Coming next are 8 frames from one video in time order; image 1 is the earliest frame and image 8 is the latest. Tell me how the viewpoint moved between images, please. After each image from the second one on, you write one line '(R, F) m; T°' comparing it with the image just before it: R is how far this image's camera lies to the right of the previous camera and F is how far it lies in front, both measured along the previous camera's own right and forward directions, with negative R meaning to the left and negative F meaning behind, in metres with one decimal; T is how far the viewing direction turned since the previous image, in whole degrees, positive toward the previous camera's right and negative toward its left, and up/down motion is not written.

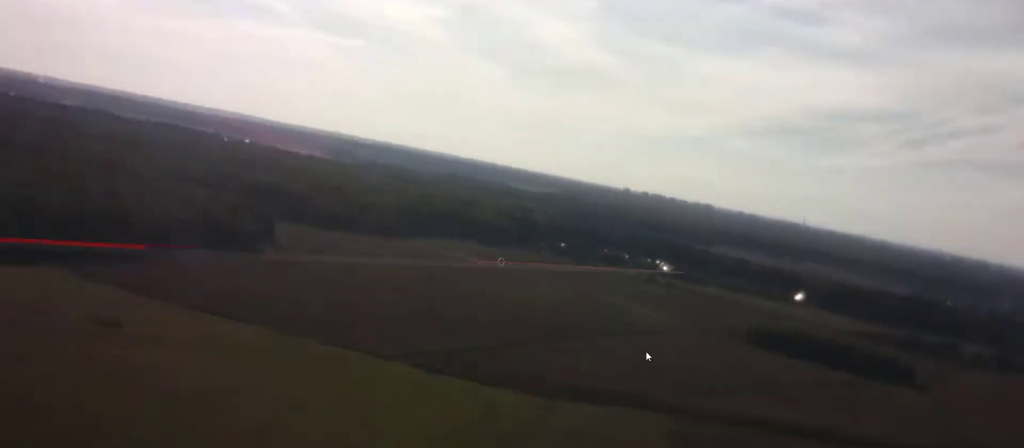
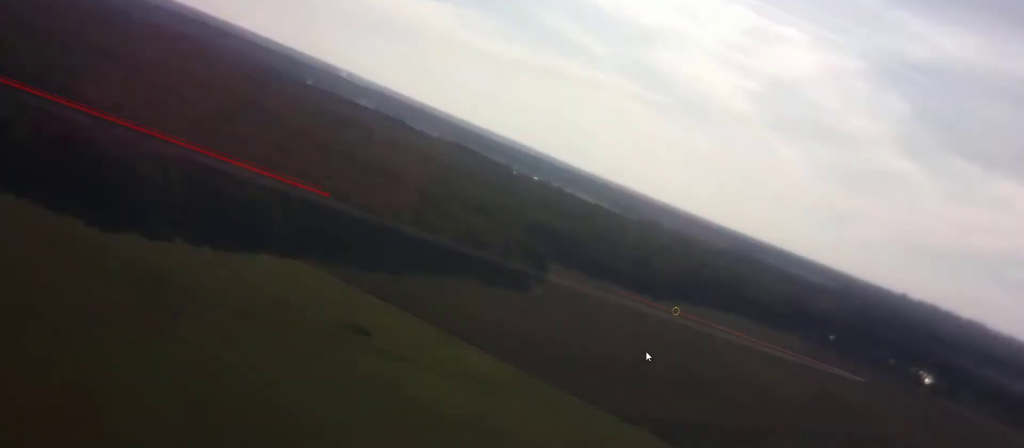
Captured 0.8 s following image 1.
(-0.3, +9.8) m; -6°
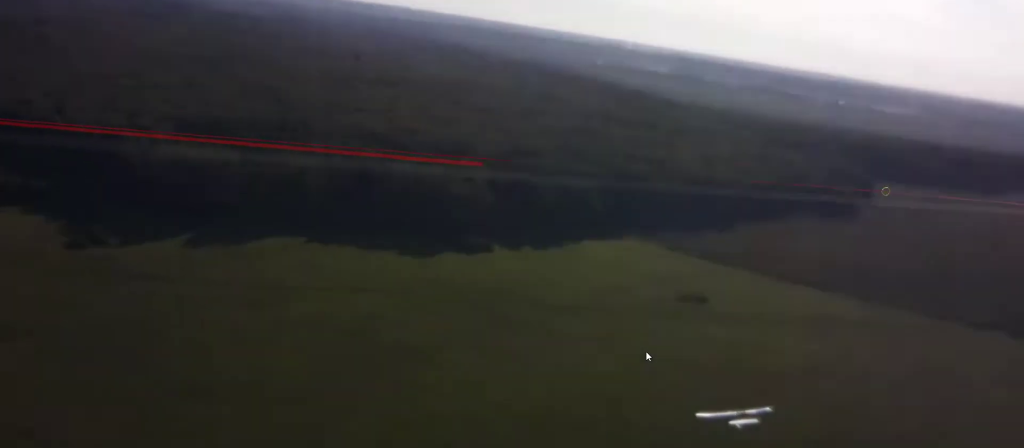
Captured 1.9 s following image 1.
(-1.2, +14.7) m; -8°
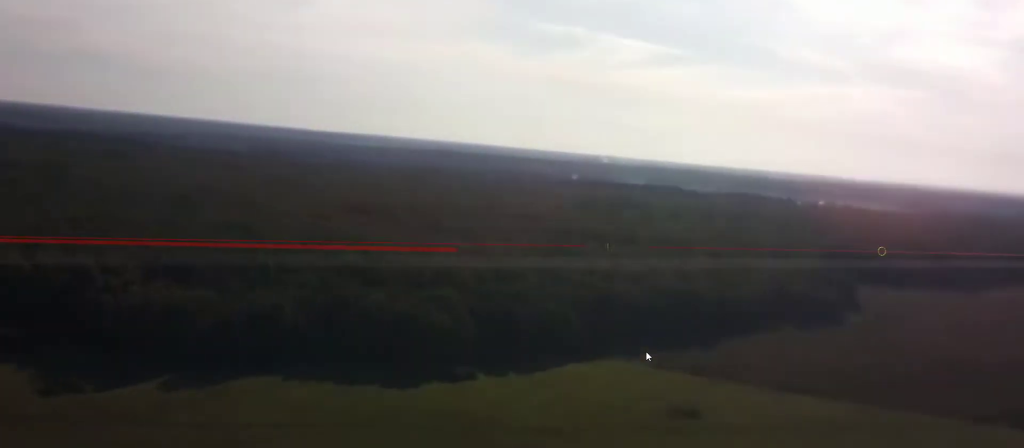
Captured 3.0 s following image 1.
(-0.7, +13.9) m; -3°
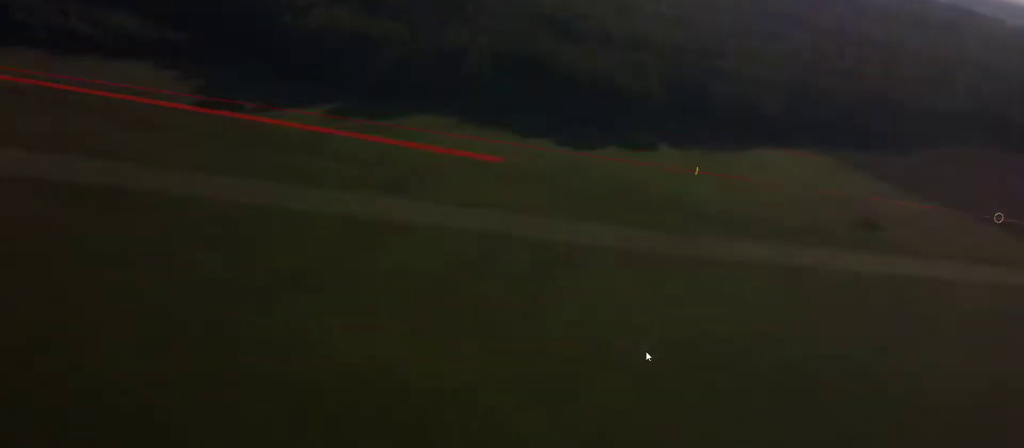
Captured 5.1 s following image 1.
(+0.4, +26.9) m; -6°
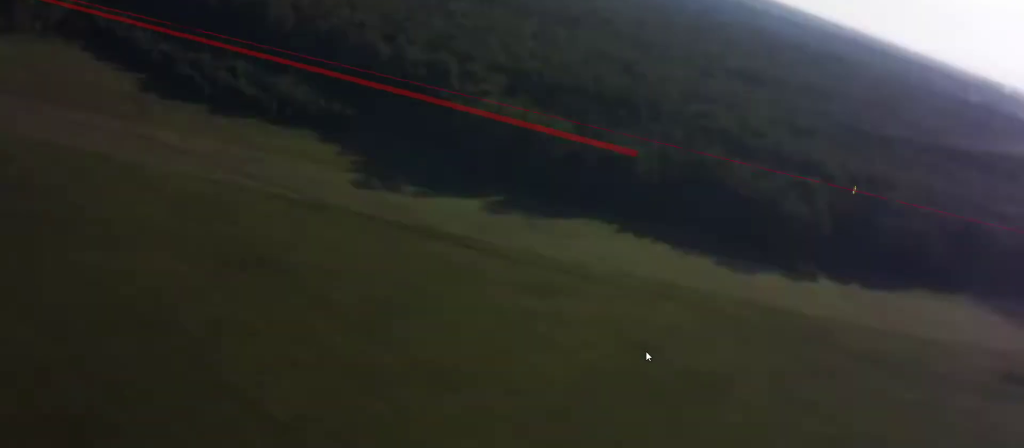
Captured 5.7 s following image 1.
(-0.9, +7.0) m; -6°
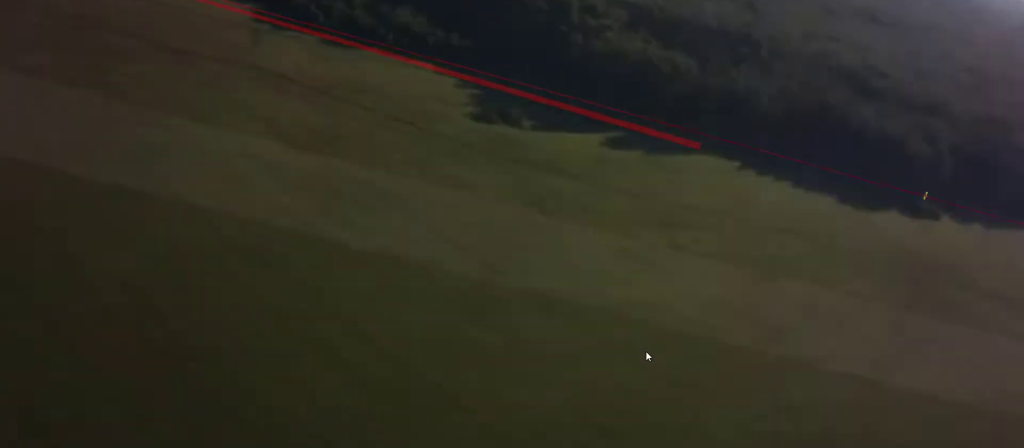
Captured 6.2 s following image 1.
(-0.4, +7.2) m; -5°
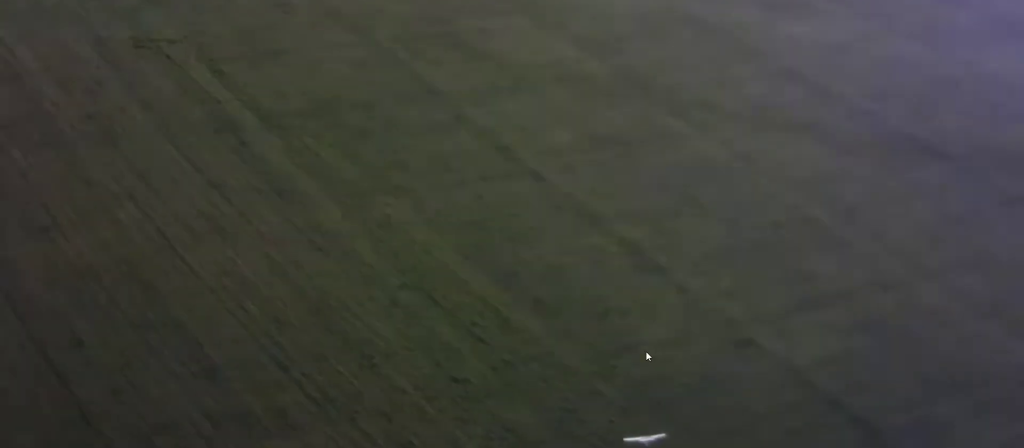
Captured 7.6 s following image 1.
(-1.4, +18.0) m; -8°
